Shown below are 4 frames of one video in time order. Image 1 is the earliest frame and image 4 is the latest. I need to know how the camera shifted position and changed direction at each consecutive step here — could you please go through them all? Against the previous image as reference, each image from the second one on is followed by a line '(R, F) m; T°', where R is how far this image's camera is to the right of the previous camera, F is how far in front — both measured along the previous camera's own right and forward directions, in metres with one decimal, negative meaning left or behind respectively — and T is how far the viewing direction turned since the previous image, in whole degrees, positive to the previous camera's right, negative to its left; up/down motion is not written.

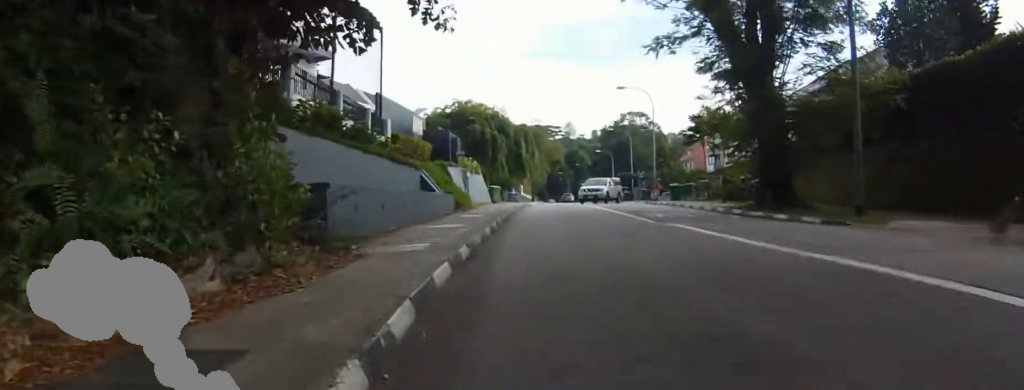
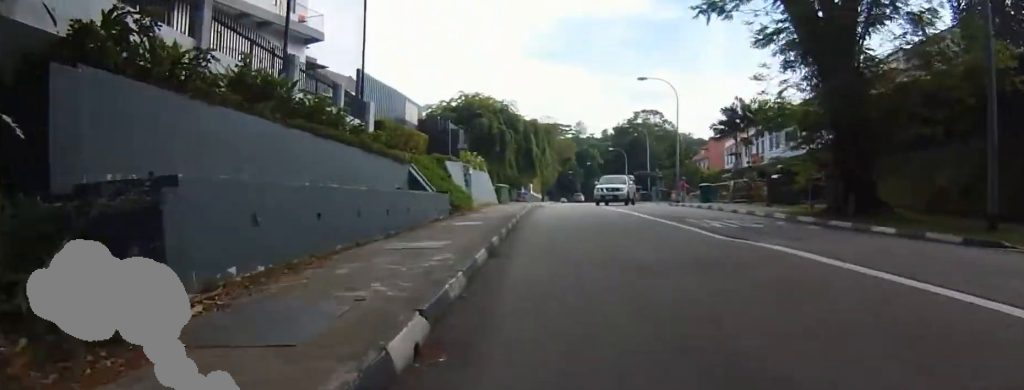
(-0.3, +4.5) m; +1°
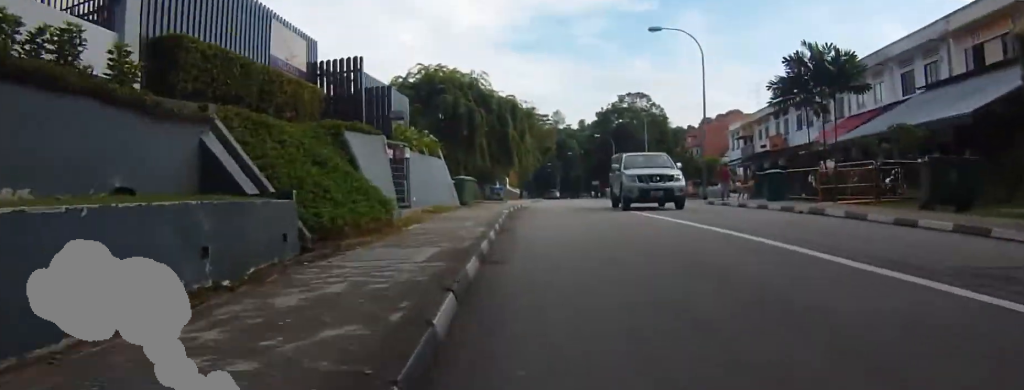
(+1.3, +11.9) m; +8°
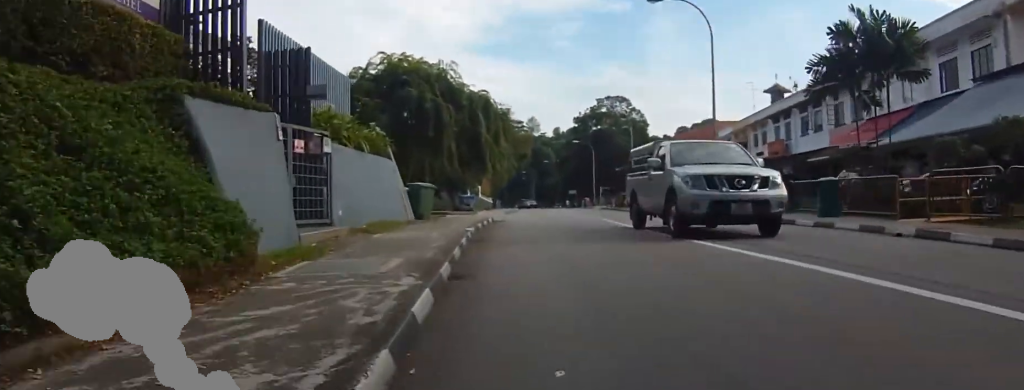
(+0.2, +5.8) m; 0°
